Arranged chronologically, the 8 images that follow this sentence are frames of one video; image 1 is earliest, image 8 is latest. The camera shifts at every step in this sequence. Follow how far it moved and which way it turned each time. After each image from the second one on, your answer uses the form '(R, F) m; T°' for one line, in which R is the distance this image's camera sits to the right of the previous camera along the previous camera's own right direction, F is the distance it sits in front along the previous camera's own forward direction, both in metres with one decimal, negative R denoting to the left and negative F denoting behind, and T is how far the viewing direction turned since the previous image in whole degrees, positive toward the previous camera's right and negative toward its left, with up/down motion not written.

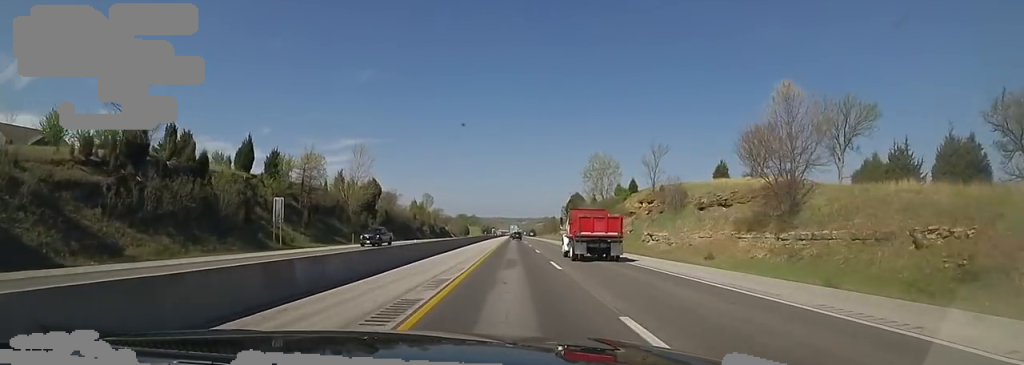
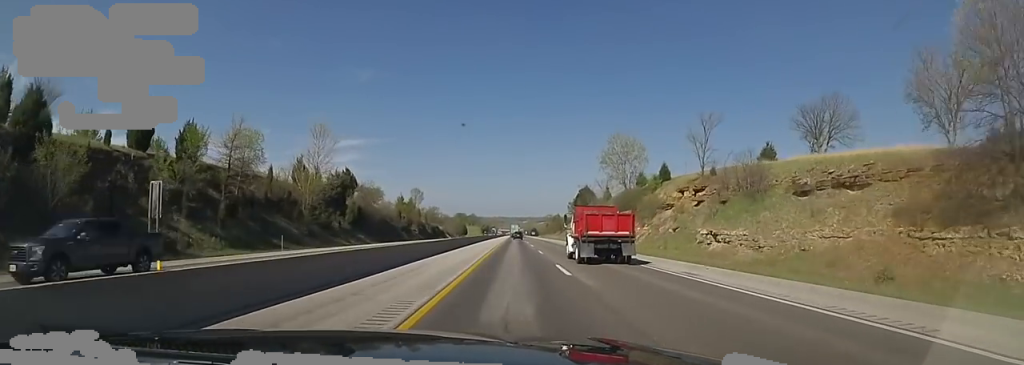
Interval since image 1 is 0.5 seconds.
(-0.7, +17.2) m; -1°
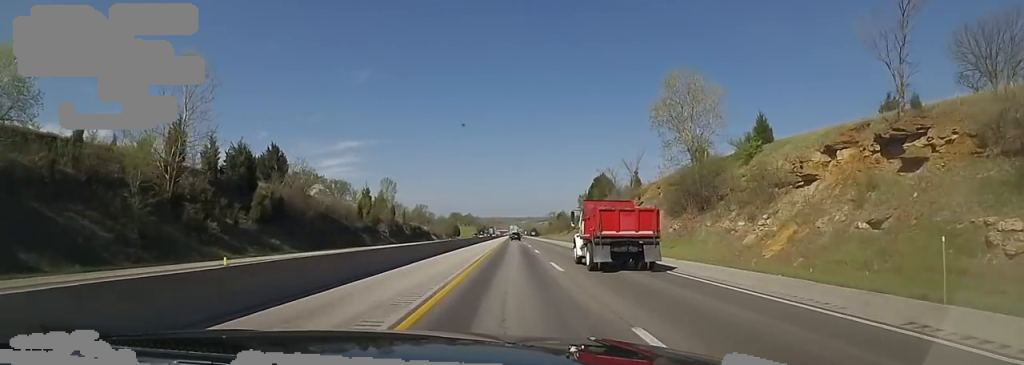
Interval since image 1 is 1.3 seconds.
(-0.7, +27.7) m; 0°
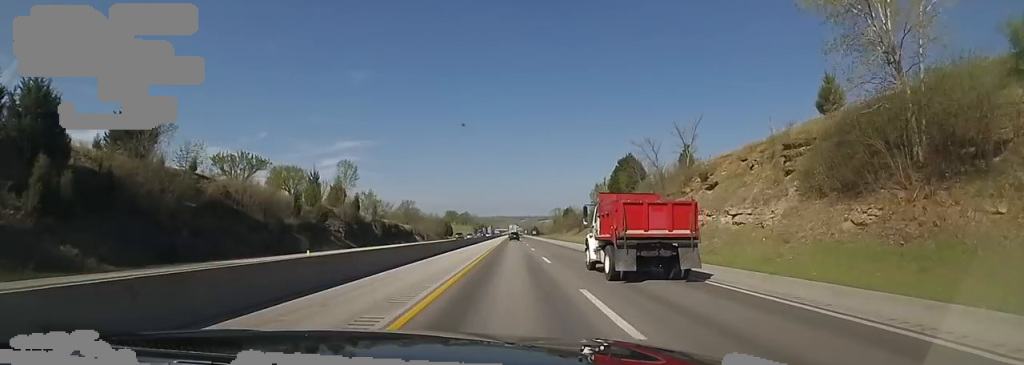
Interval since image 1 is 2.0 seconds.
(+0.8, +25.6) m; +1°
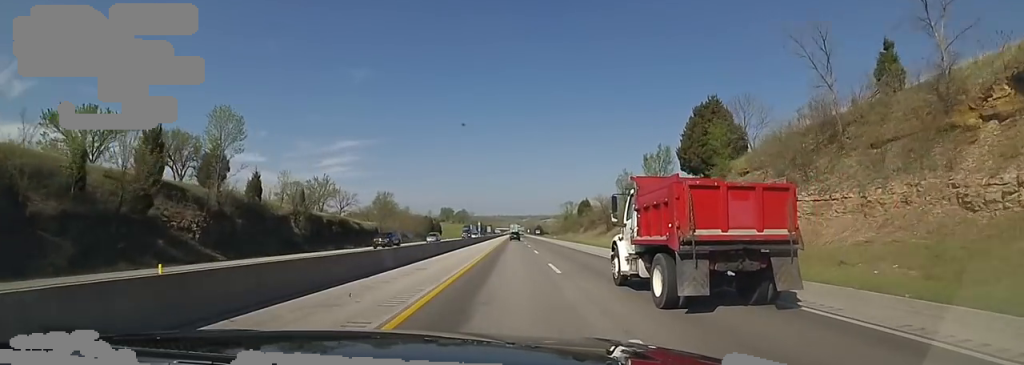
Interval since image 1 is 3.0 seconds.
(-0.4, +35.3) m; 0°
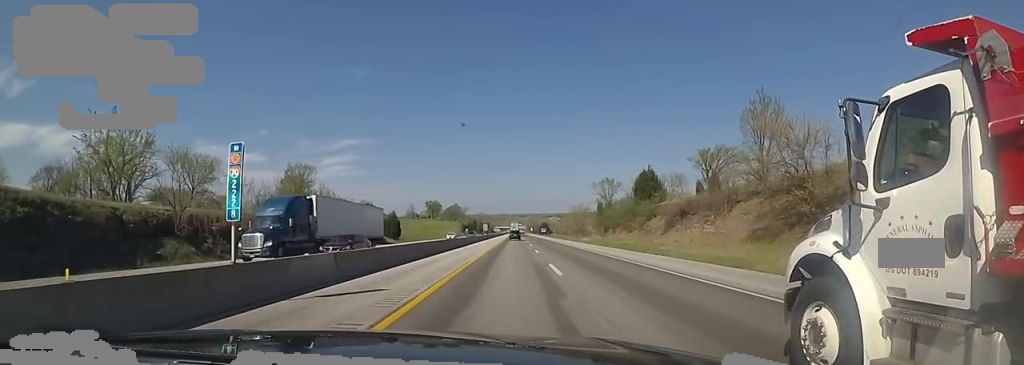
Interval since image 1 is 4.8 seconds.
(+0.7, +63.7) m; 0°
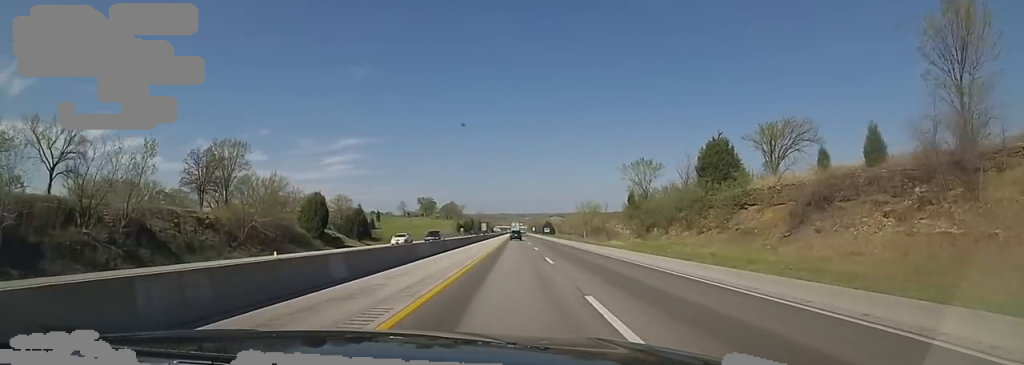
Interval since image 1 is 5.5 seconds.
(-0.1, +26.6) m; -1°
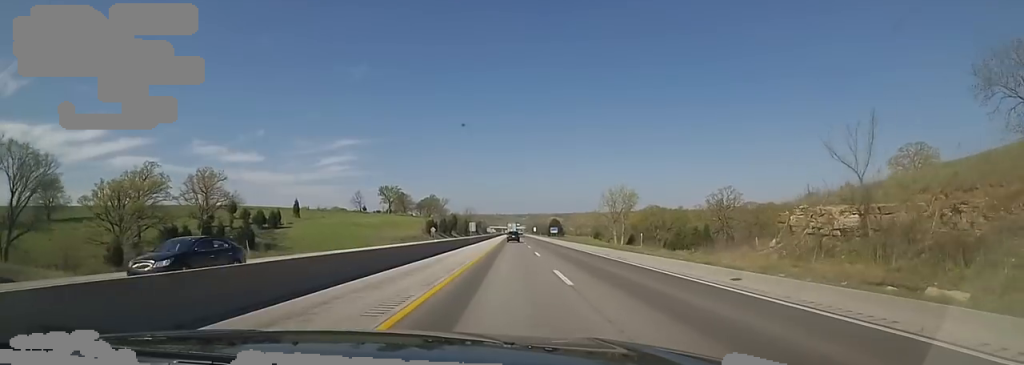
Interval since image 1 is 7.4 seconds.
(-1.6, +72.1) m; 0°
